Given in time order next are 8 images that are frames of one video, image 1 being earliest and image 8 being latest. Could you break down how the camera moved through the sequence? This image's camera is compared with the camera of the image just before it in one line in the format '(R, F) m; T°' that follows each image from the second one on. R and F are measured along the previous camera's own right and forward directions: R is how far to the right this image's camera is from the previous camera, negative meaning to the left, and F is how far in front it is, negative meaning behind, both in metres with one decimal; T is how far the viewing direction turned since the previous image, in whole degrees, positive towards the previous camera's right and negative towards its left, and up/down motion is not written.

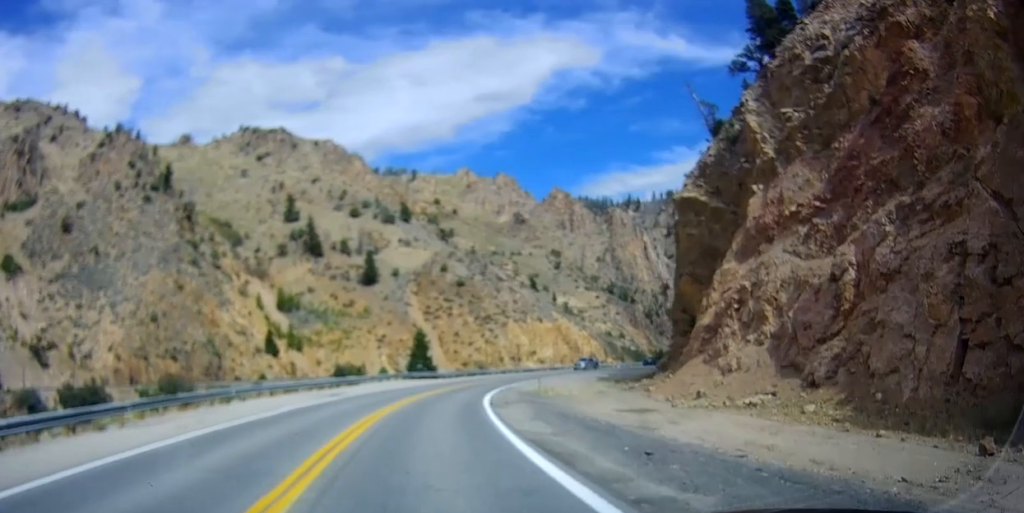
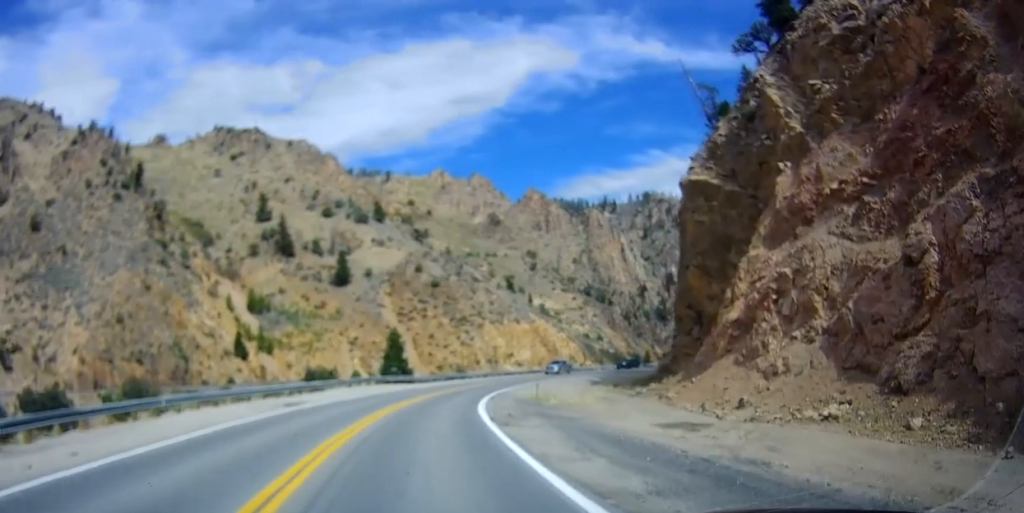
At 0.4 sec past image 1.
(0.0, +7.1) m; +3°
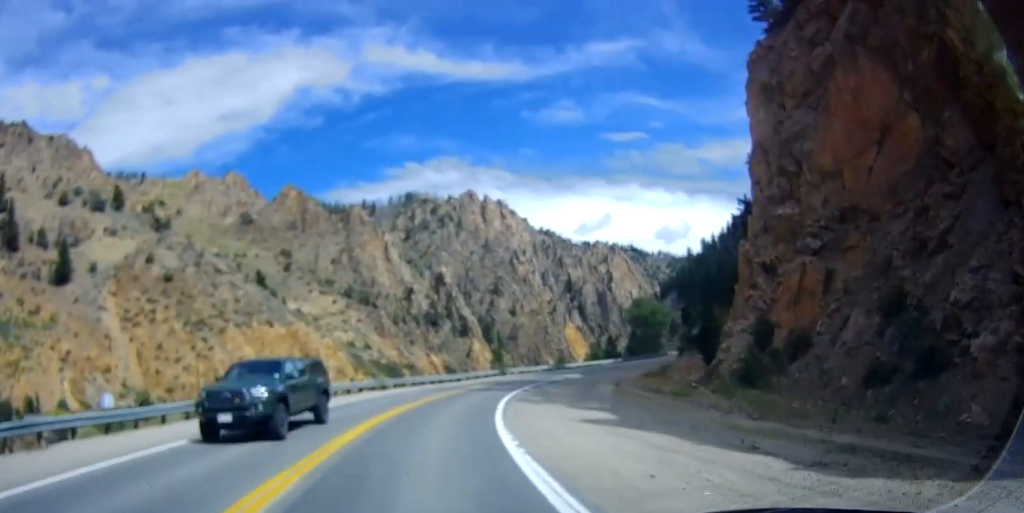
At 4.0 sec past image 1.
(+11.8, +55.5) m; +26°
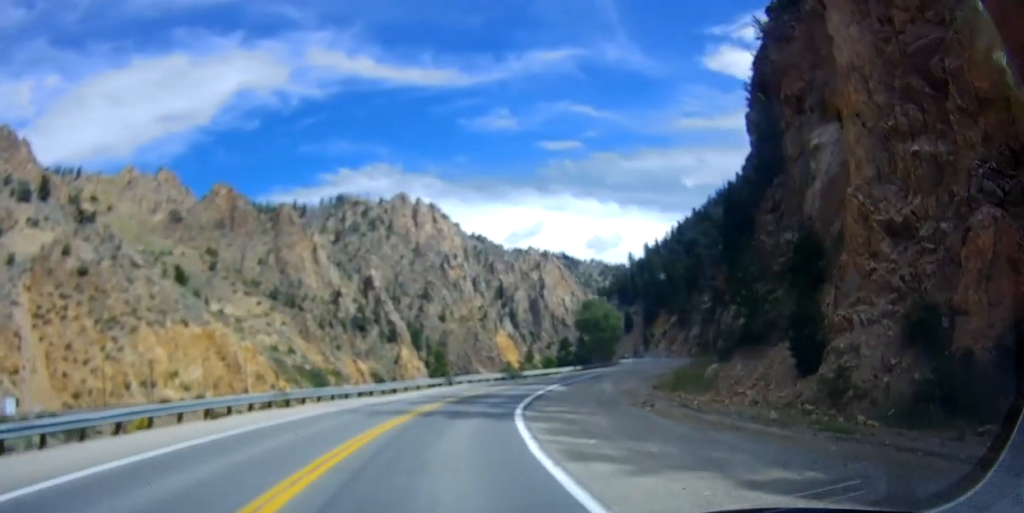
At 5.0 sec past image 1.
(+0.2, +15.2) m; +6°
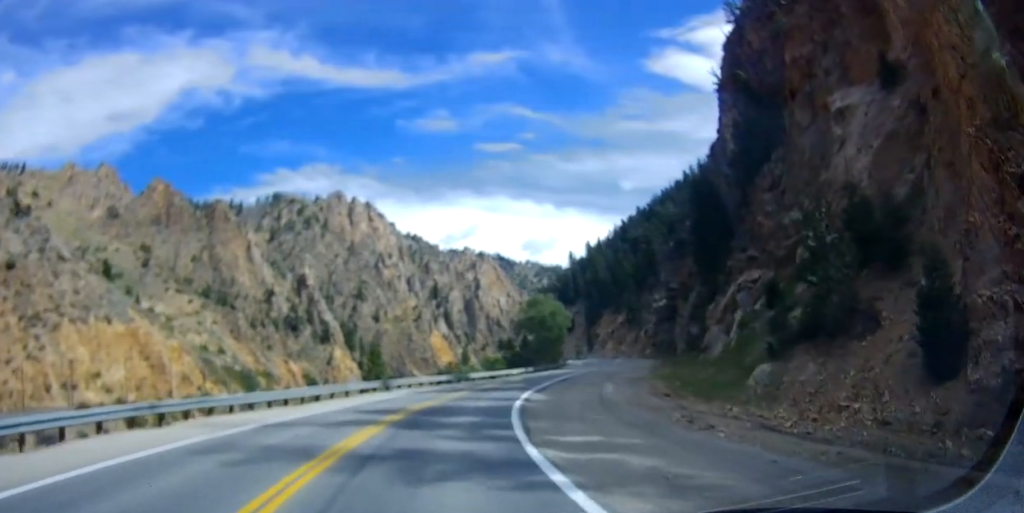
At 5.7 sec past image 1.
(+0.8, +10.1) m; +6°
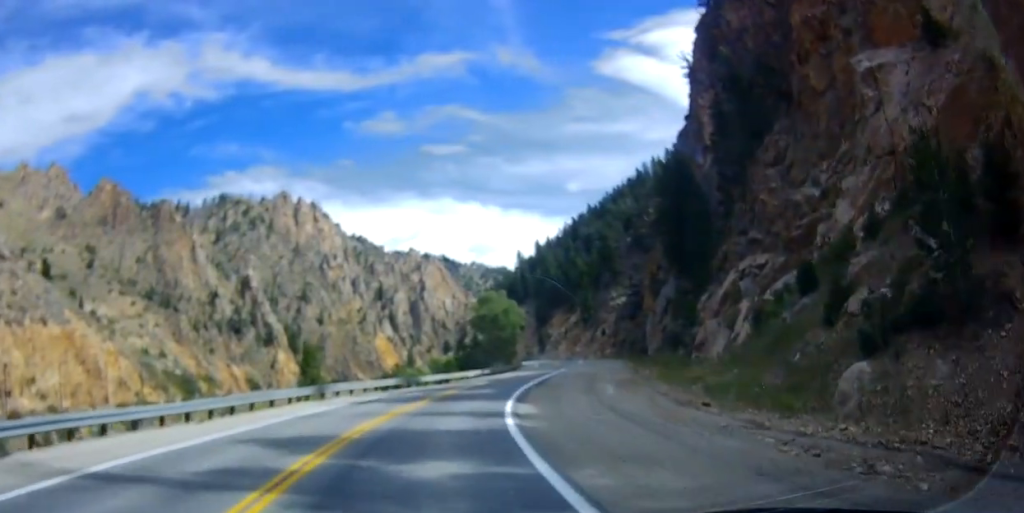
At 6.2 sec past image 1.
(+0.4, +8.5) m; +6°
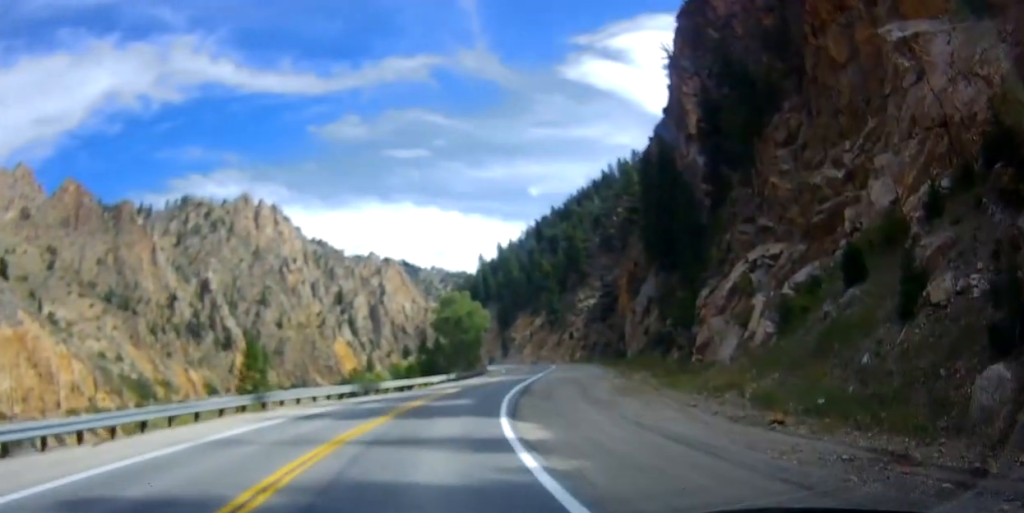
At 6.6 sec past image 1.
(+0.1, +6.2) m; +4°
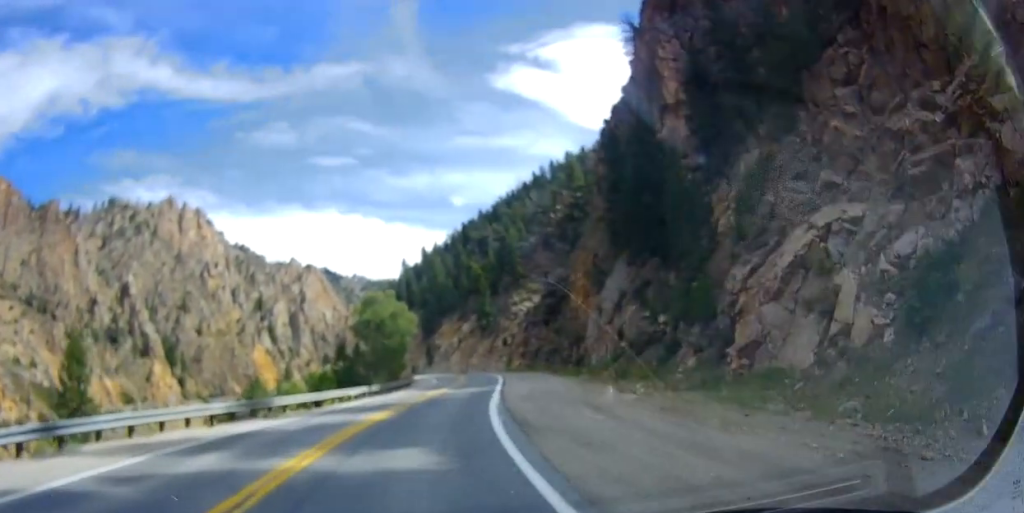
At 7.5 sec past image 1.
(+1.3, +13.6) m; +9°
